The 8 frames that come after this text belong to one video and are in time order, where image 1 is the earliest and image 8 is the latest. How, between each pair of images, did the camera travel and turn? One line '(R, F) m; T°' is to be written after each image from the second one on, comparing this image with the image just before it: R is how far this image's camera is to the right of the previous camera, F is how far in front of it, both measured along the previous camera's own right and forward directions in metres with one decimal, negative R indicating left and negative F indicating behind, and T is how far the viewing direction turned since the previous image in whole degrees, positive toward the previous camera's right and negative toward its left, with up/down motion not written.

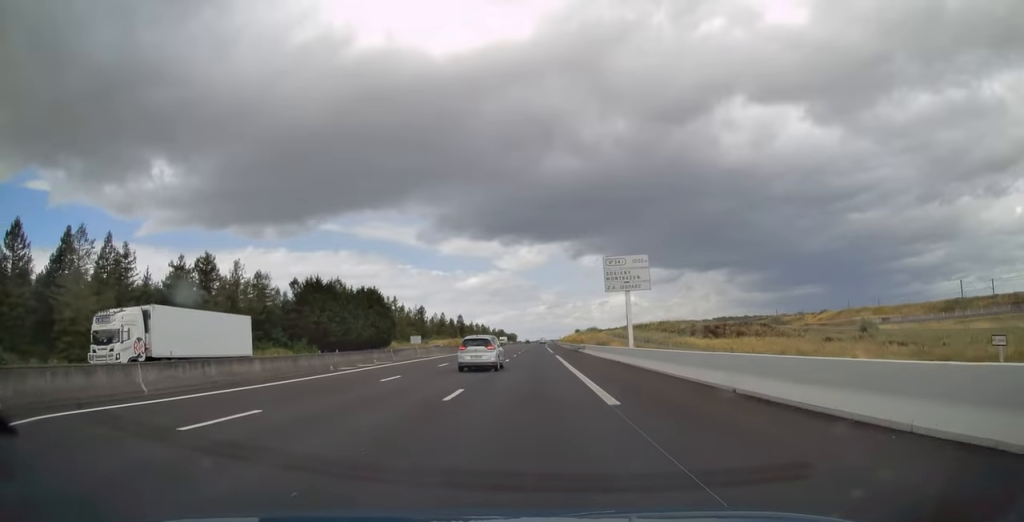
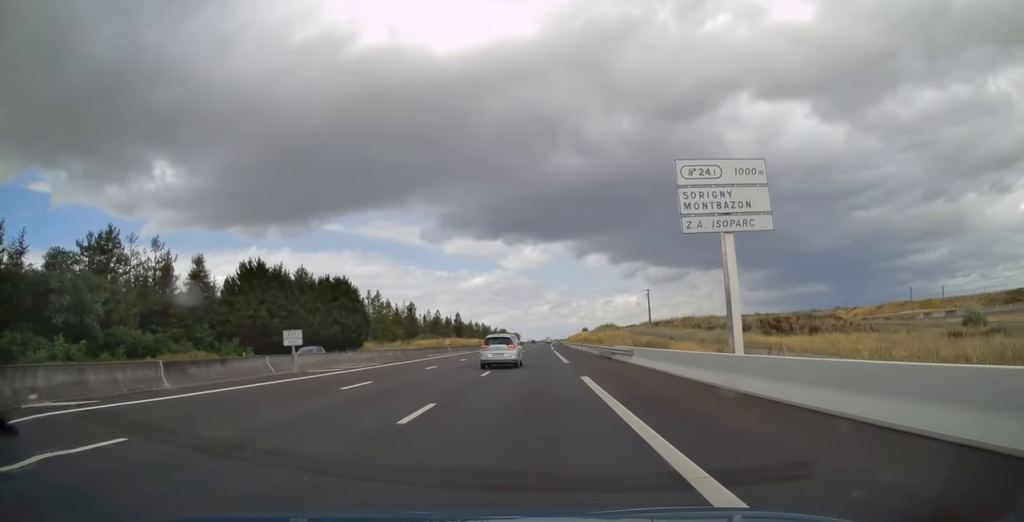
(0.0, +30.7) m; 0°
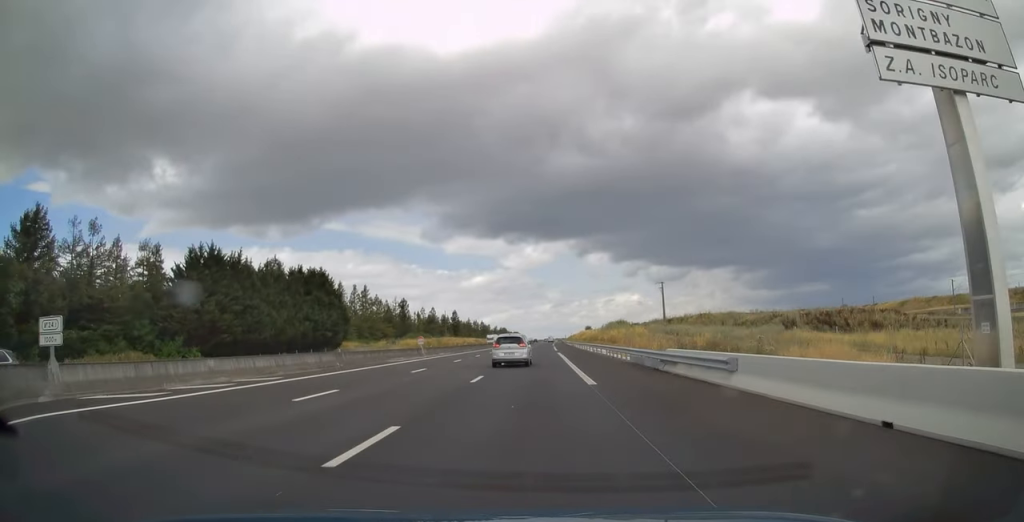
(-0.1, +16.8) m; 0°
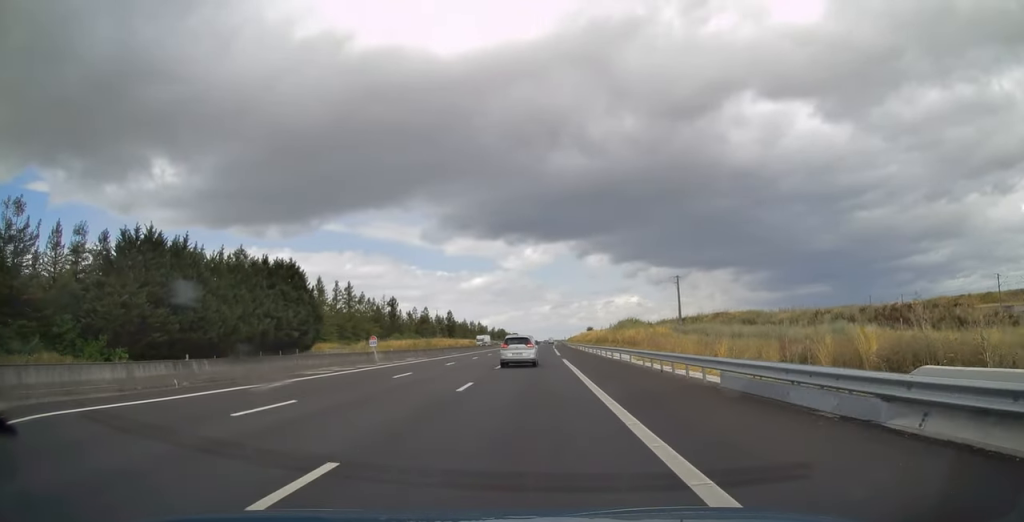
(+0.1, +16.3) m; 0°
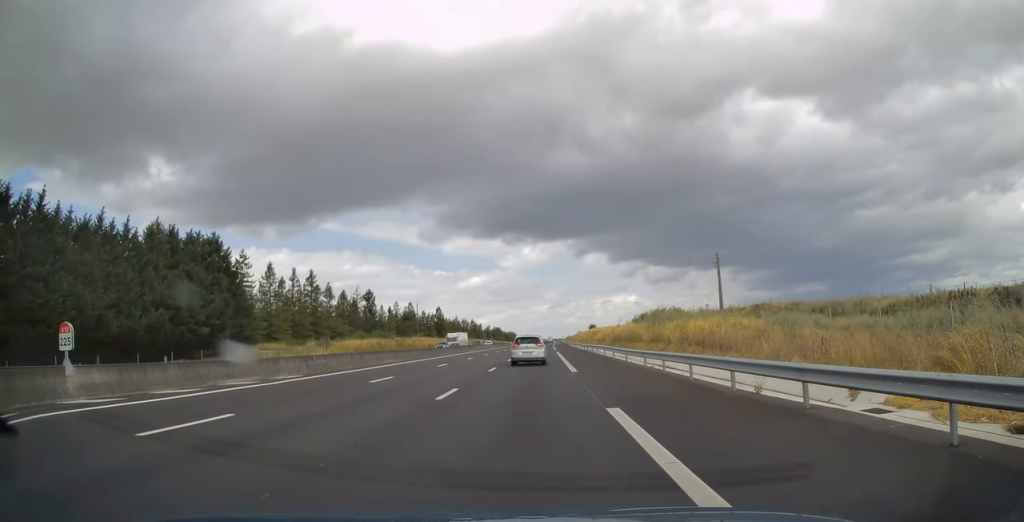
(0.0, +29.4) m; 0°
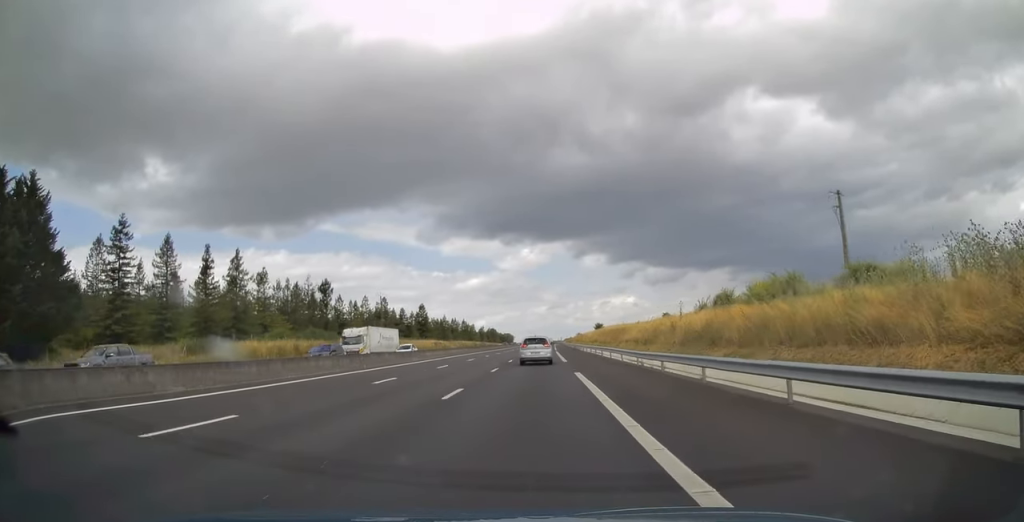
(-0.1, +40.1) m; 0°
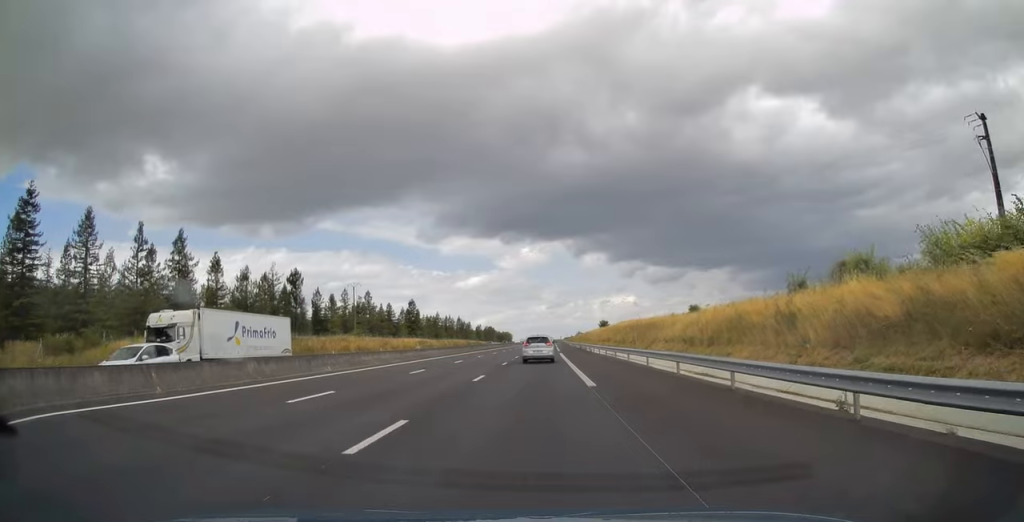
(0.0, +21.1) m; 0°
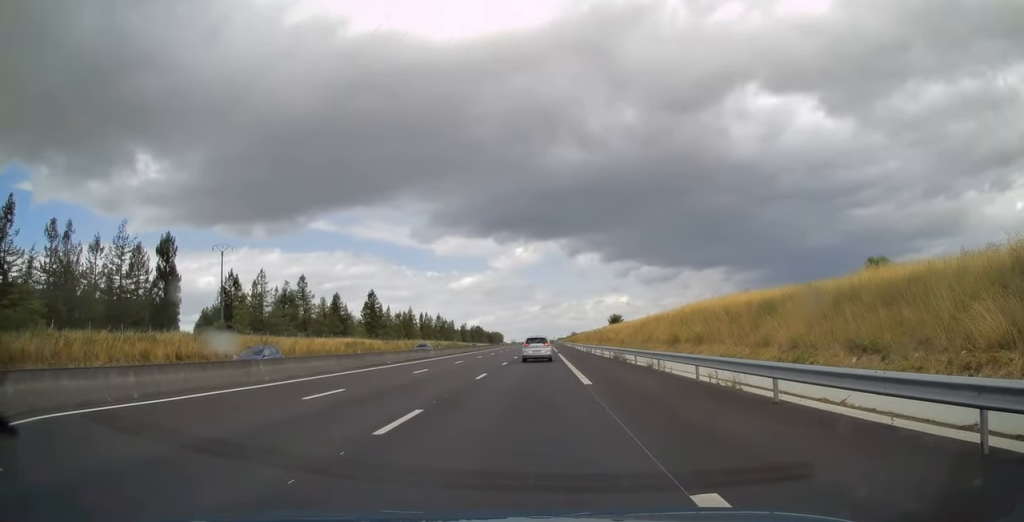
(+0.1, +53.9) m; 0°
